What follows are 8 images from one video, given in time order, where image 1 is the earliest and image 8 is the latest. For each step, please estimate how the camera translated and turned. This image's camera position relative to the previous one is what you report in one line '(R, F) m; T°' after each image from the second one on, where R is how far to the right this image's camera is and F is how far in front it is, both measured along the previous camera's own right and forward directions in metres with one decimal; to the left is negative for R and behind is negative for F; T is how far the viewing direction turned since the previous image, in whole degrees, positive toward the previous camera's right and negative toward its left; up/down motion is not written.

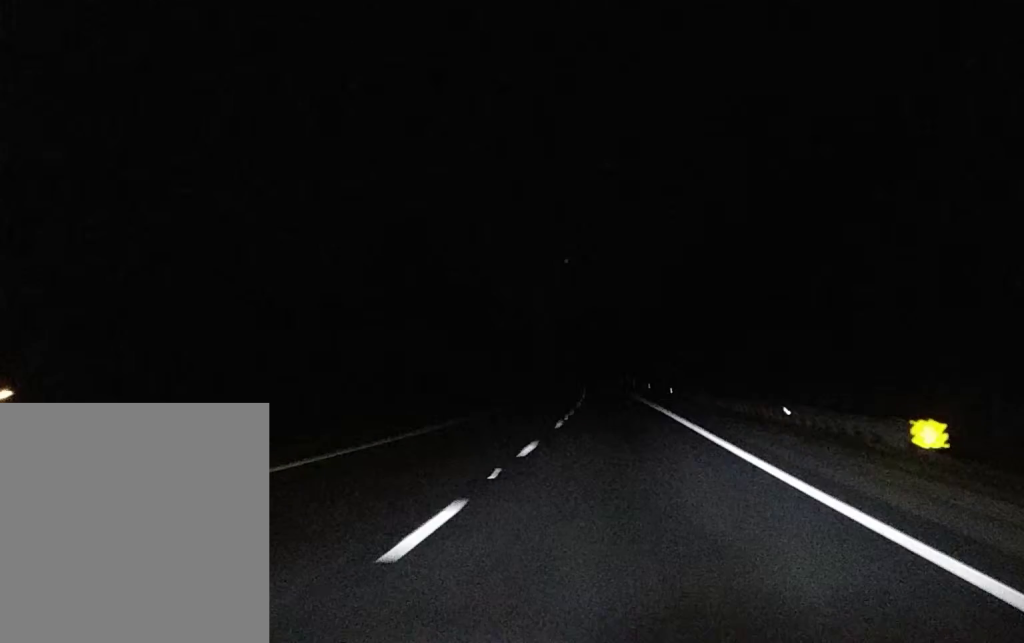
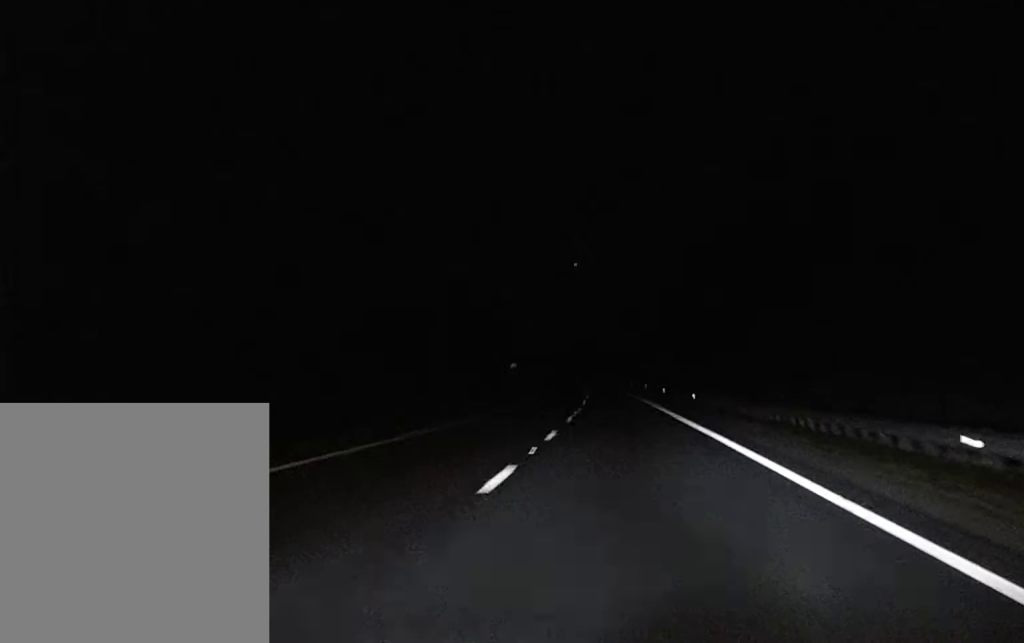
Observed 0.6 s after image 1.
(0.0, +21.2) m; 0°
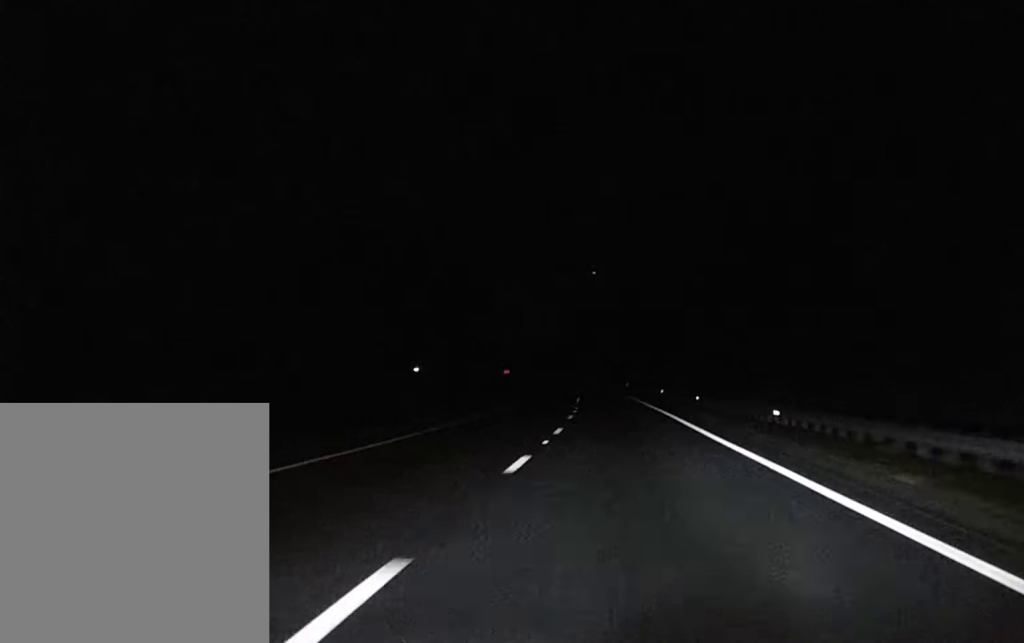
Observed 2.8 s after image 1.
(-0.3, +73.9) m; 0°
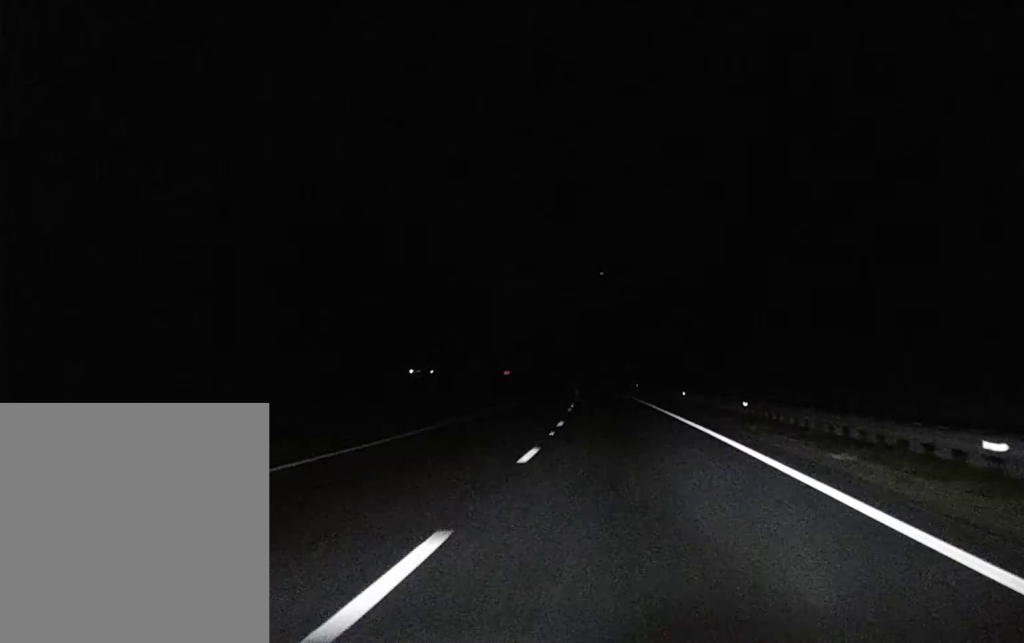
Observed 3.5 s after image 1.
(0.0, +21.8) m; 0°
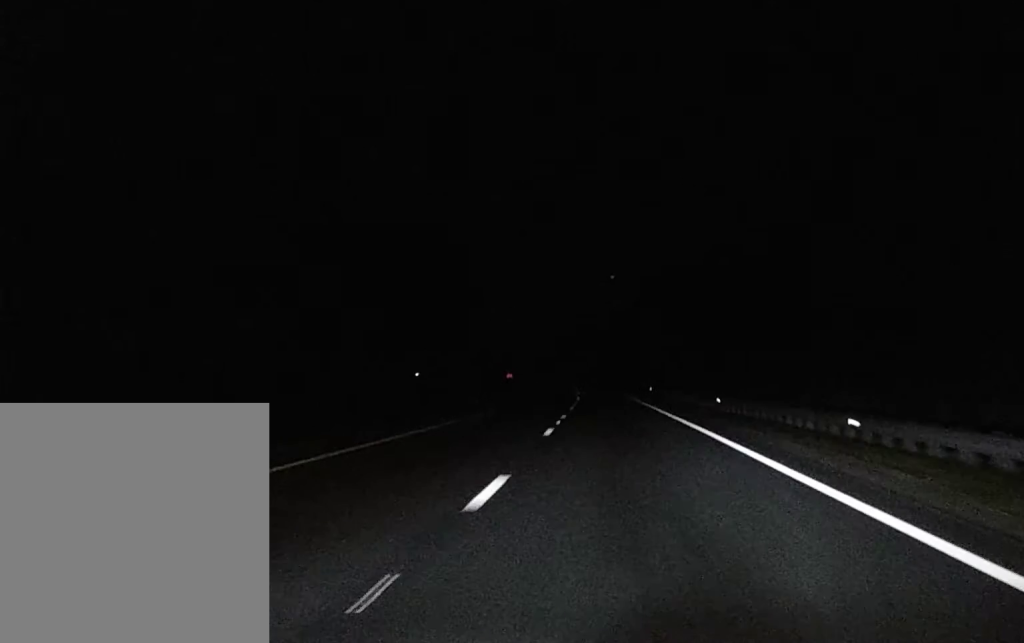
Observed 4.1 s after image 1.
(0.0, +16.4) m; 0°
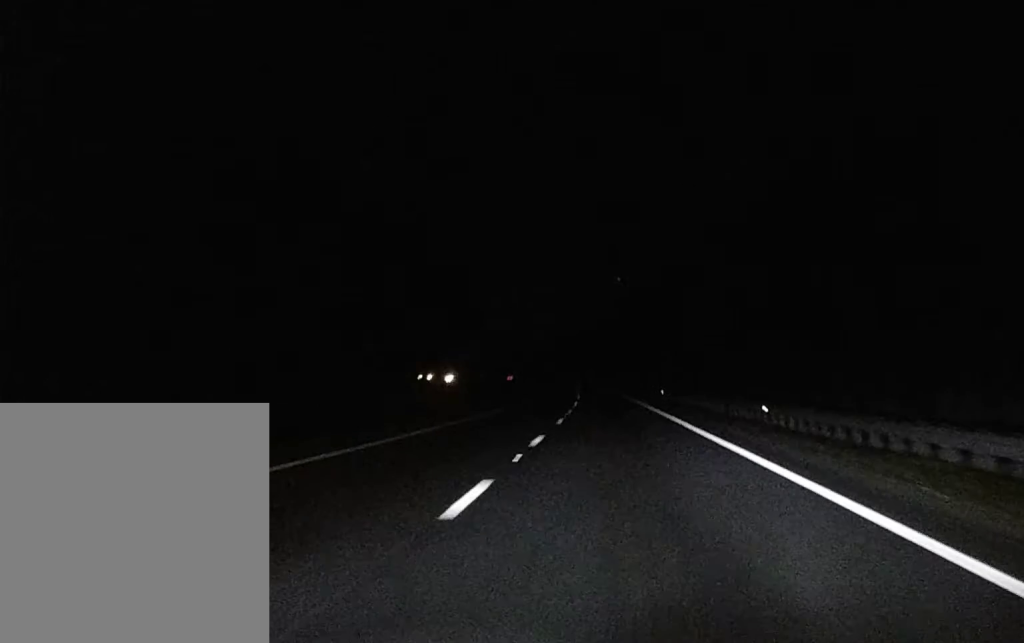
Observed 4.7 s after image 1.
(0.0, +14.7) m; 0°
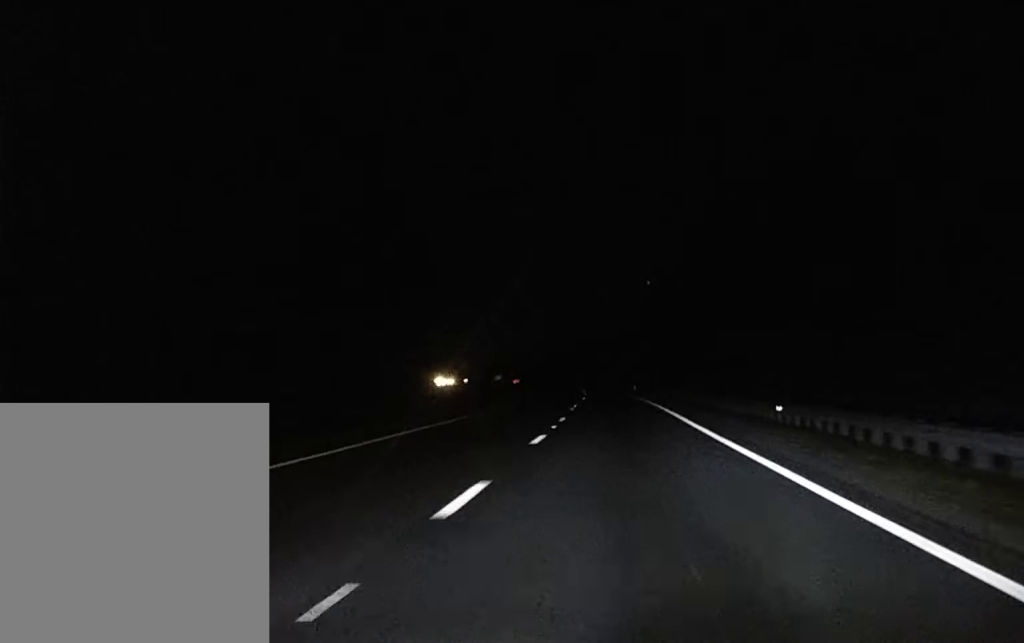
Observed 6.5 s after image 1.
(-0.7, +56.6) m; -1°
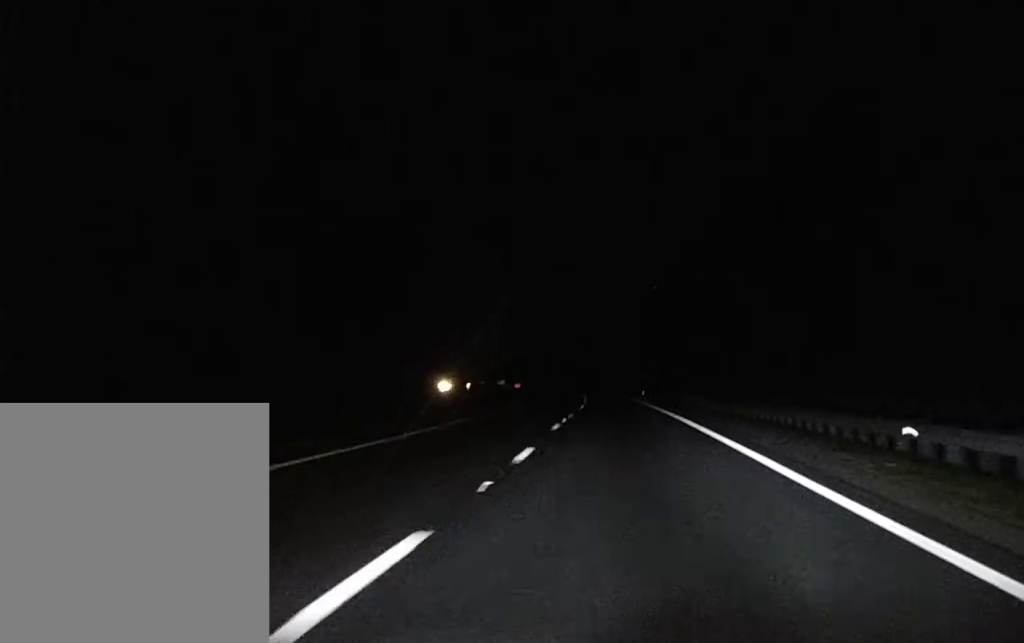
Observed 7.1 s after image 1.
(0.0, +16.7) m; 0°
